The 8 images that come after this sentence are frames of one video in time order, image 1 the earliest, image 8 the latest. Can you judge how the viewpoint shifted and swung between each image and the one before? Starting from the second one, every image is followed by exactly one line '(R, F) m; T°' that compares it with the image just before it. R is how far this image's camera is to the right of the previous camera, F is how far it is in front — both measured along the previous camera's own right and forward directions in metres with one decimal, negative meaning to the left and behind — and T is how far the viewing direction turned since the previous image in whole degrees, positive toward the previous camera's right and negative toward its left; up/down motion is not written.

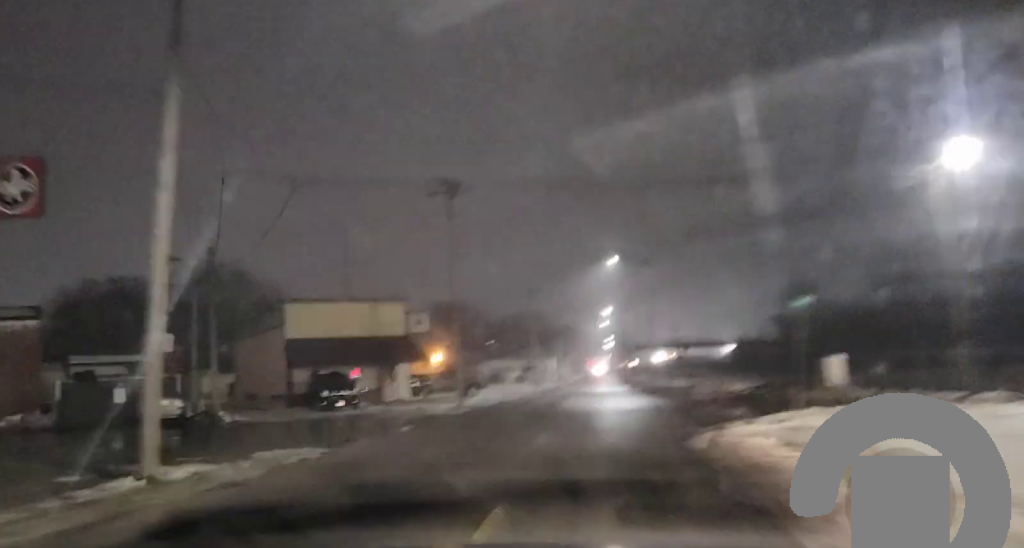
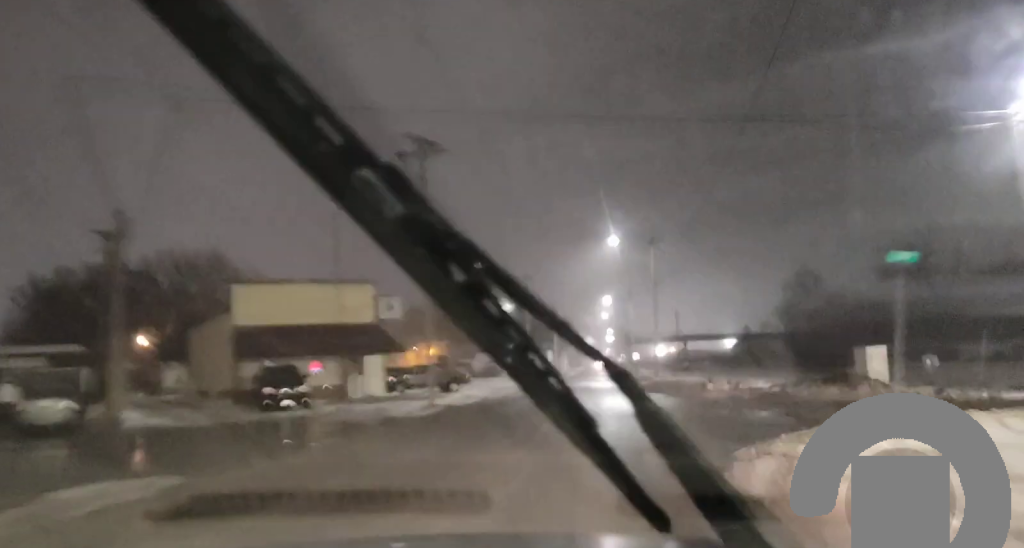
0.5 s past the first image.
(+0.2, +6.7) m; +1°
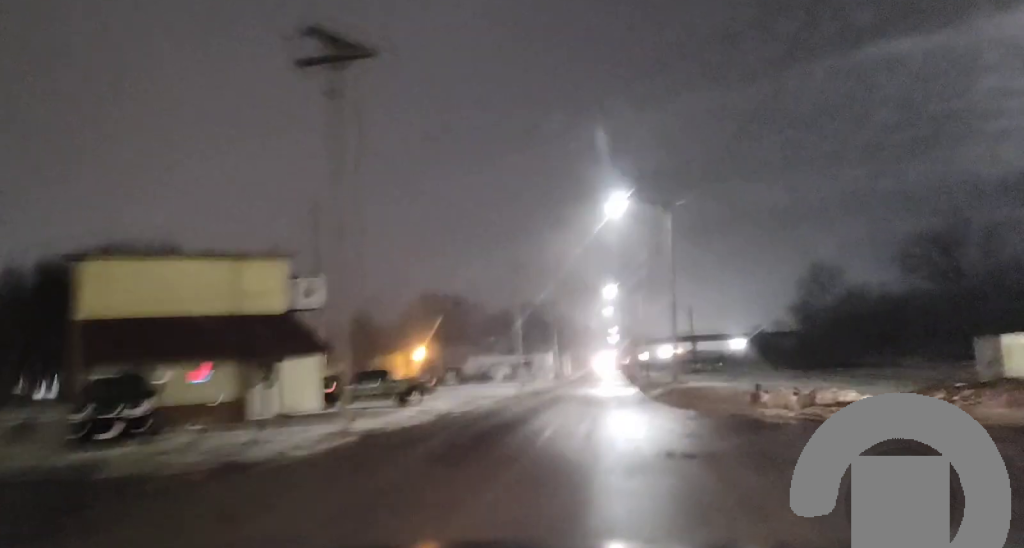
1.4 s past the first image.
(+0.4, +12.3) m; +1°
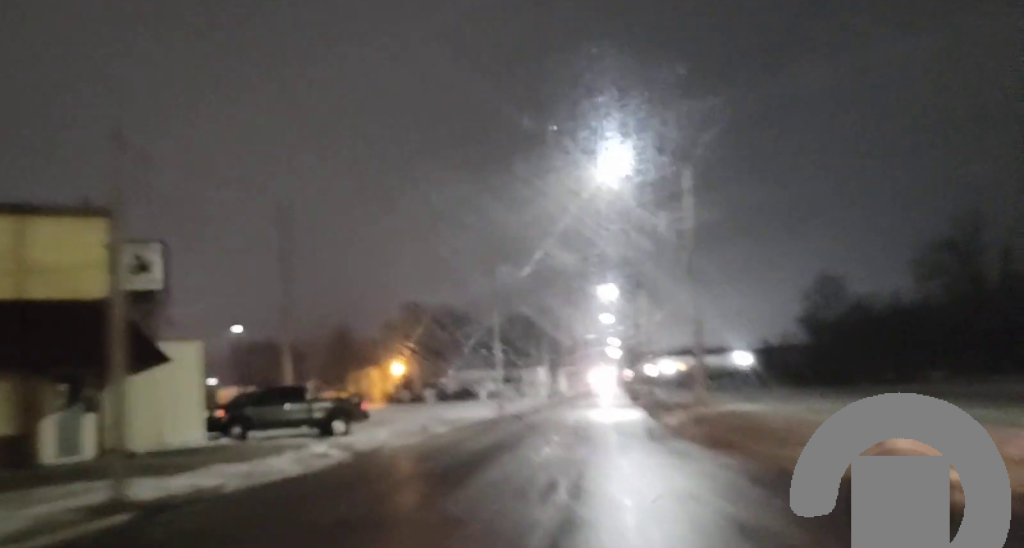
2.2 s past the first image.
(-0.1, +10.5) m; -2°
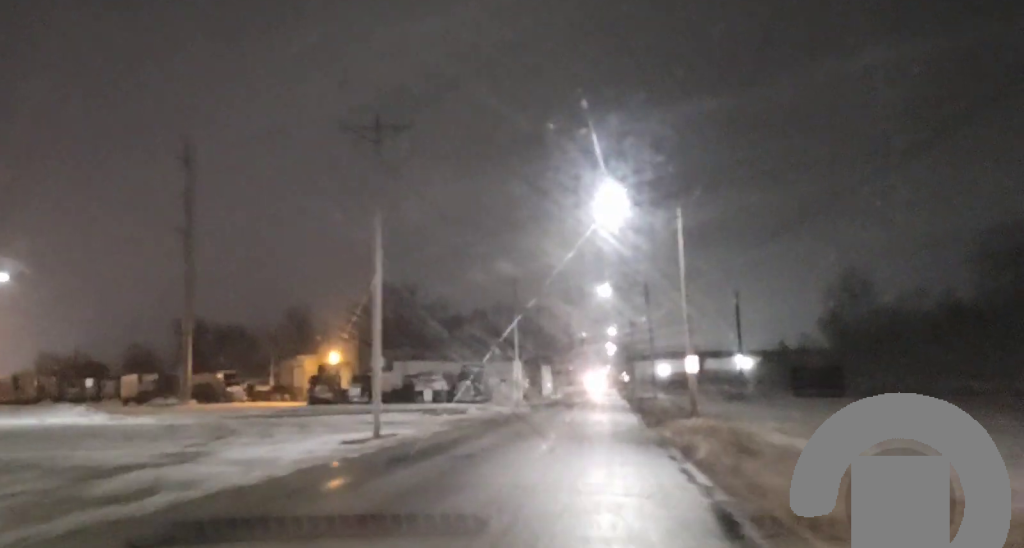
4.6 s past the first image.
(-1.2, +30.8) m; -2°
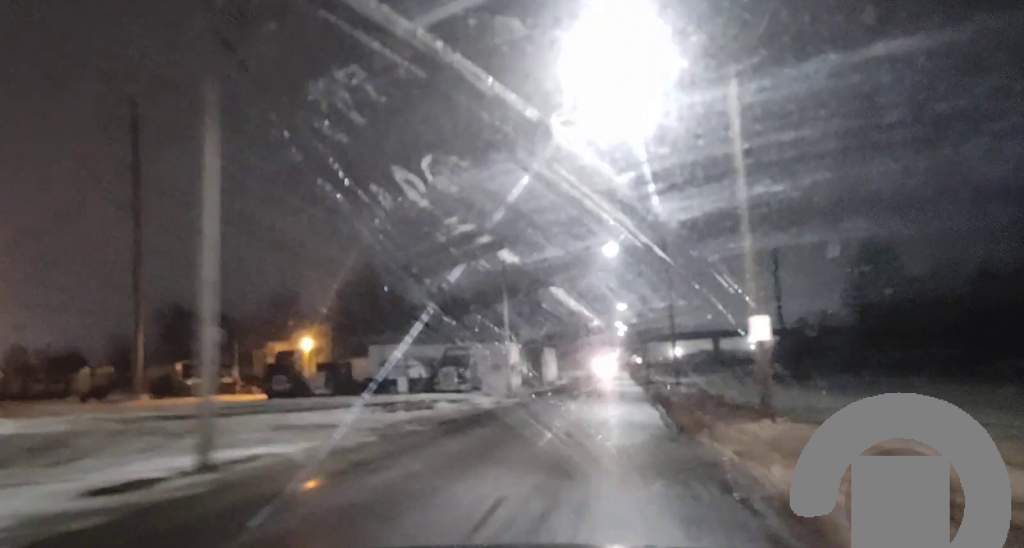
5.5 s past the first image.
(+0.1, +12.1) m; +1°
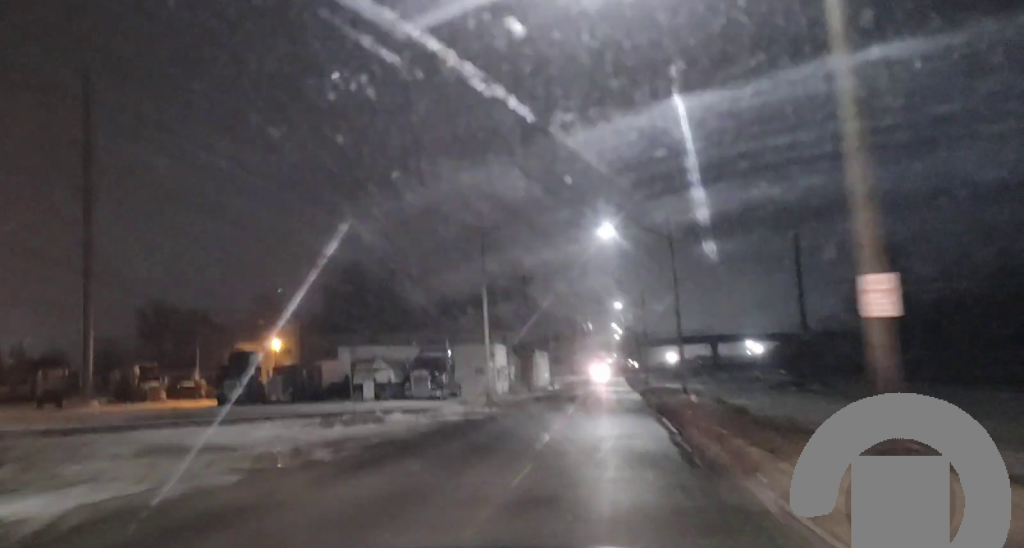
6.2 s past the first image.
(-0.1, +8.4) m; +1°
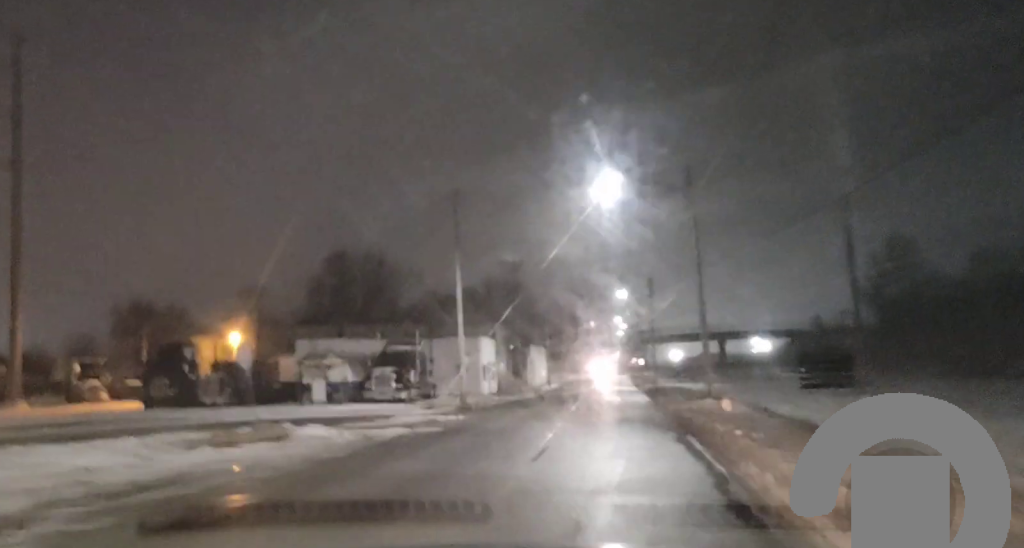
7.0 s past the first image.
(+0.3, +9.3) m; 0°
